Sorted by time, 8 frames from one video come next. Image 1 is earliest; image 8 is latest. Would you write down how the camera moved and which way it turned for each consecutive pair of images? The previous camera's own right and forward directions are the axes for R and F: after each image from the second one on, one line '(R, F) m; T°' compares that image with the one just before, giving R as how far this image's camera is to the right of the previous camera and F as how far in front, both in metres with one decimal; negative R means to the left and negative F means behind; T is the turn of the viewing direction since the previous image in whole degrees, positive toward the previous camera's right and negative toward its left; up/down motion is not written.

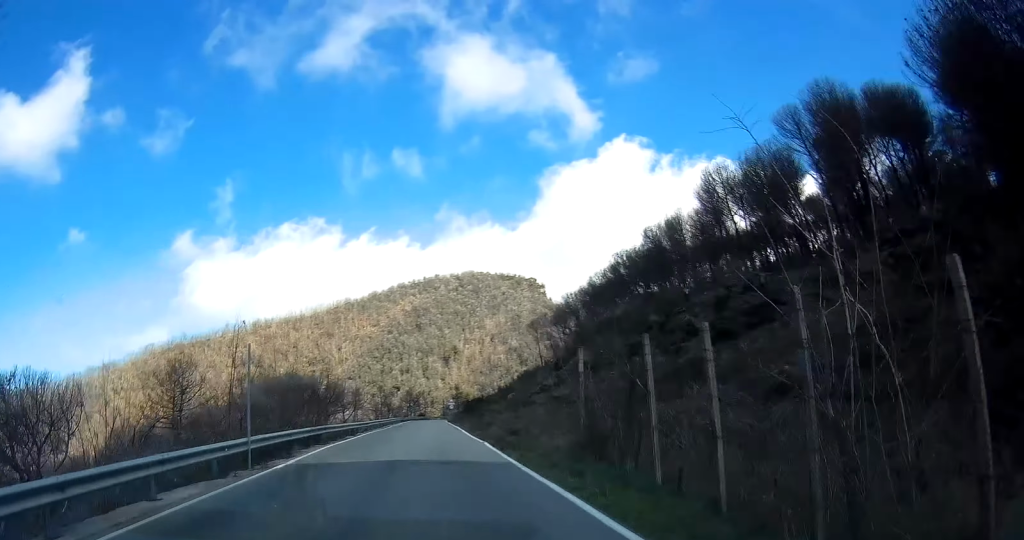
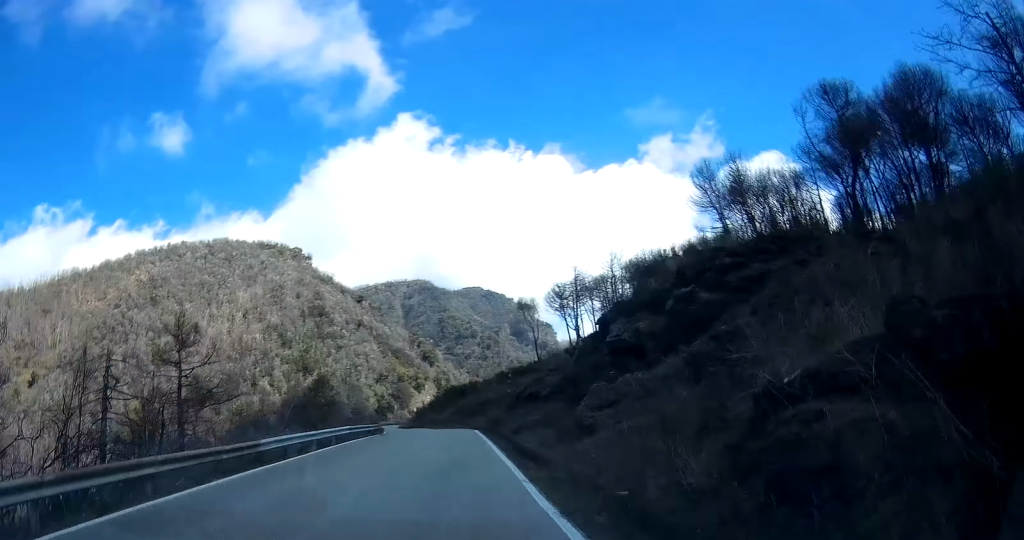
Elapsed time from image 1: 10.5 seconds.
(+8.1, +127.9) m; +13°
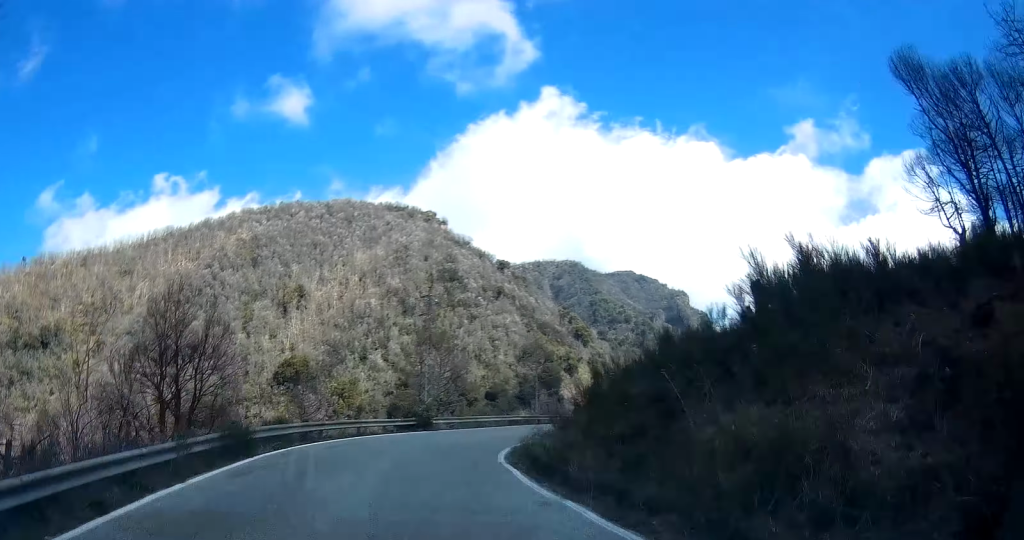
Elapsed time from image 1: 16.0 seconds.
(+5.2, +65.2) m; +15°
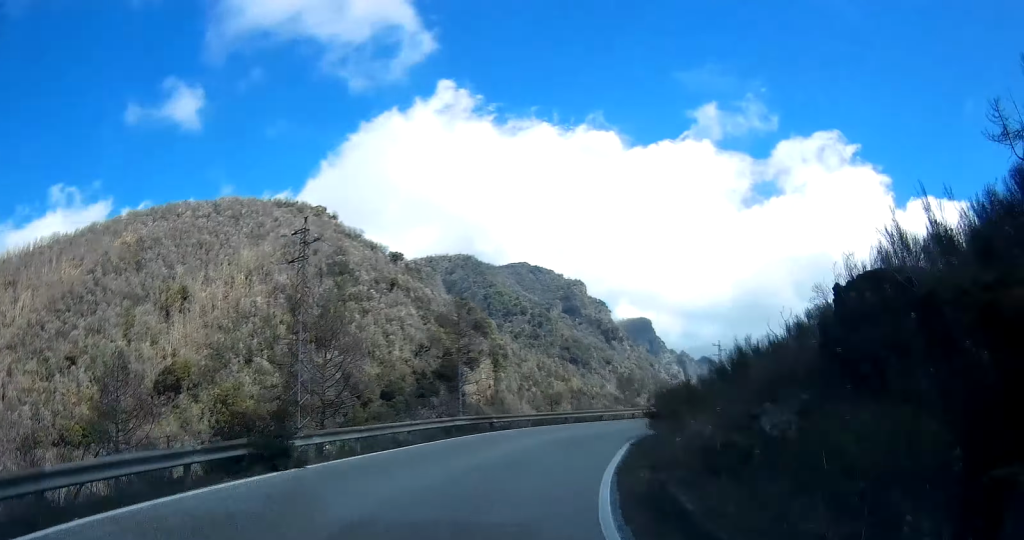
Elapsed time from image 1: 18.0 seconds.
(-4.9, +22.3) m; +8°
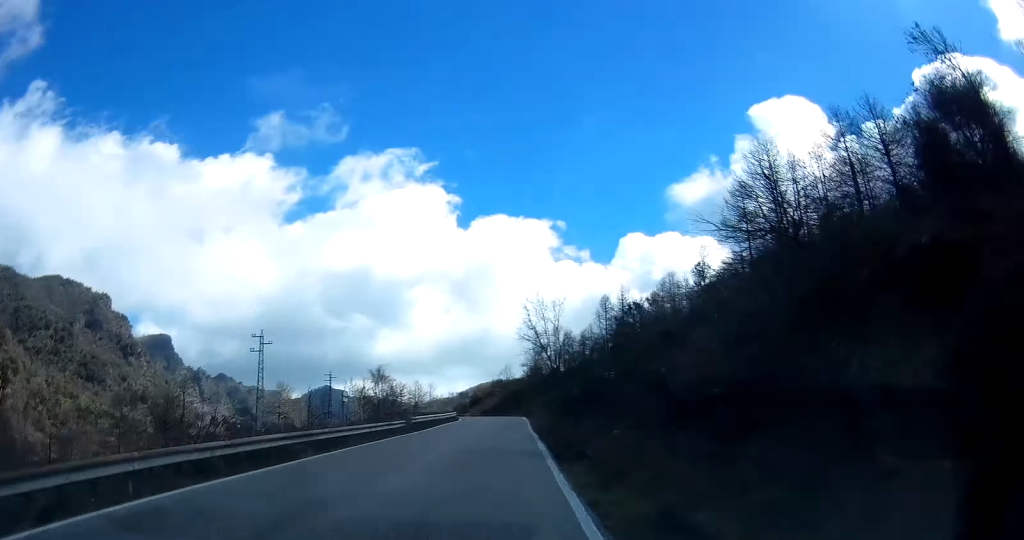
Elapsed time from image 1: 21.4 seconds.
(+12.9, +34.9) m; +15°
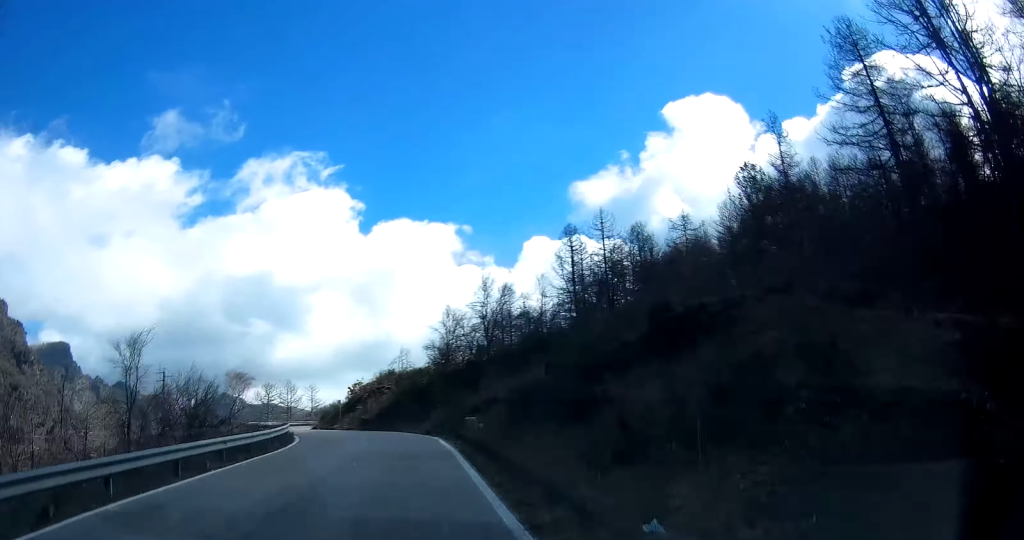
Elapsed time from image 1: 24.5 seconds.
(+4.3, +34.4) m; +8°
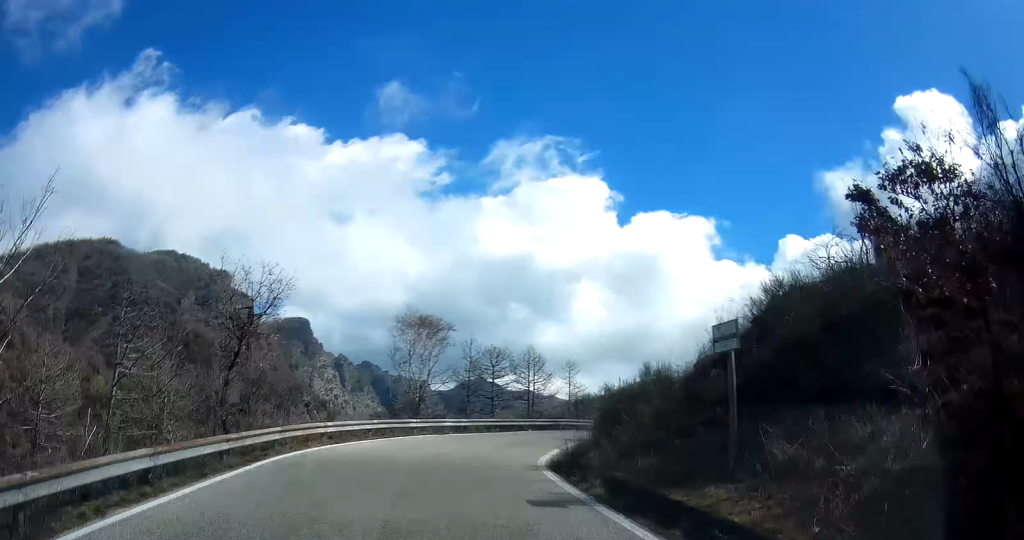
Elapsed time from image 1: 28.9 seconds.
(+0.2, +46.3) m; +2°
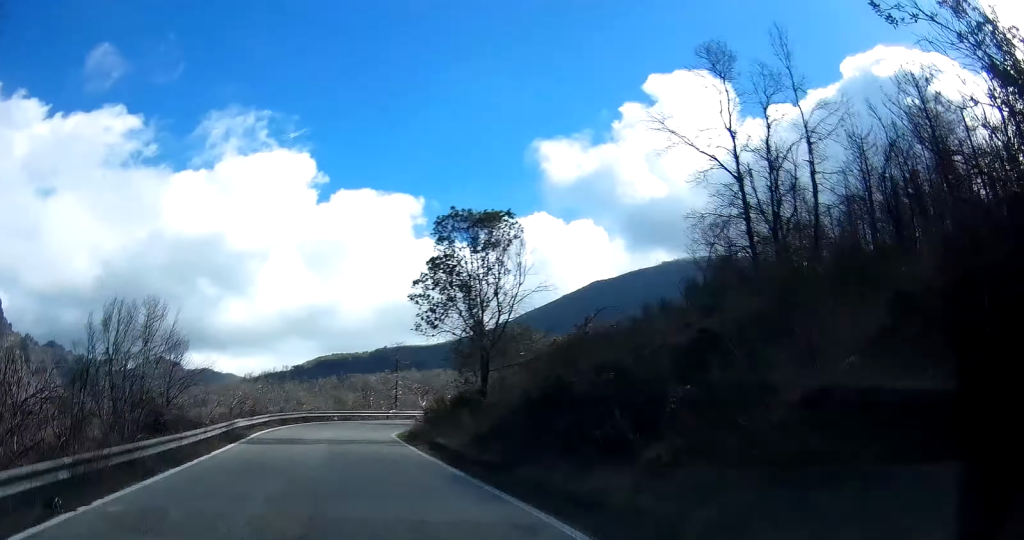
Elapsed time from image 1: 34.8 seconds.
(+4.1, +61.8) m; +12°
